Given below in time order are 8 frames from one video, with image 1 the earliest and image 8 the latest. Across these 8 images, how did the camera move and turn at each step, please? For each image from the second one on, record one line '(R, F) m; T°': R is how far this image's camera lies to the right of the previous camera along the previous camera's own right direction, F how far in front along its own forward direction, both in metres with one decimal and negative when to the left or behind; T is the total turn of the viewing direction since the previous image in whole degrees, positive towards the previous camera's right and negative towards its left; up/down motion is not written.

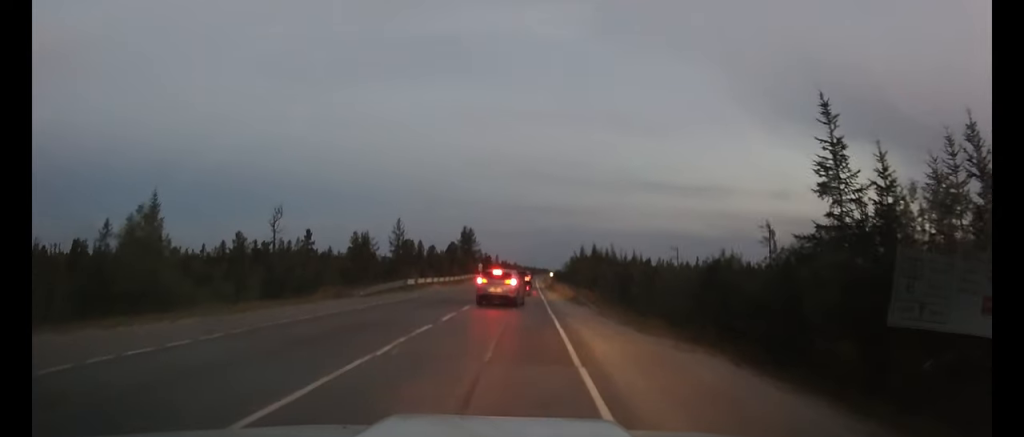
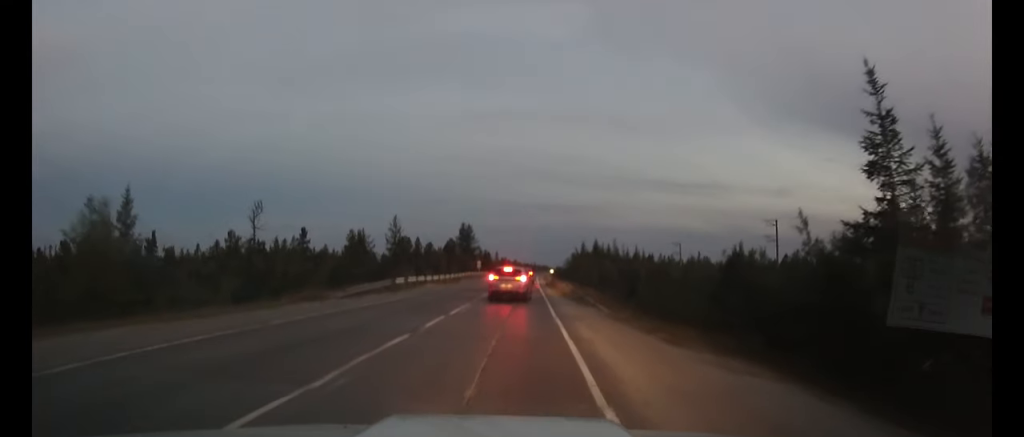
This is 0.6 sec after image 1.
(0.0, +3.1) m; 0°
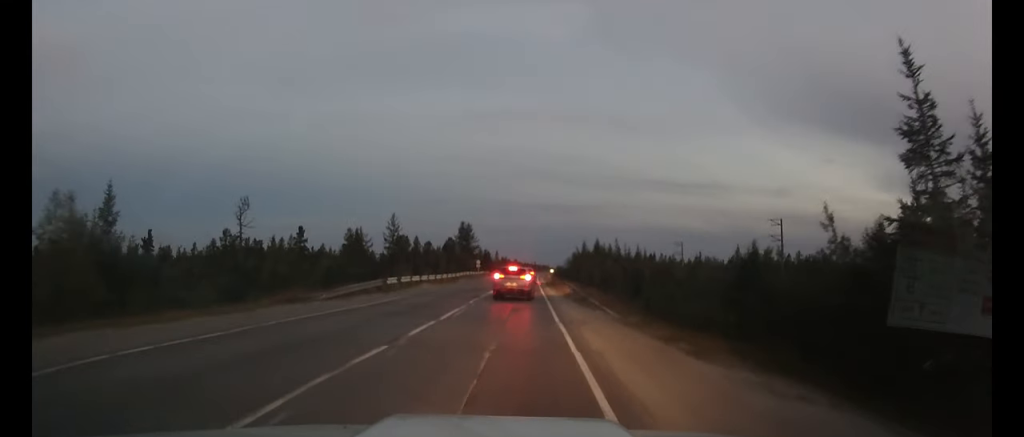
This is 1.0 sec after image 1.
(0.0, +1.9) m; 0°
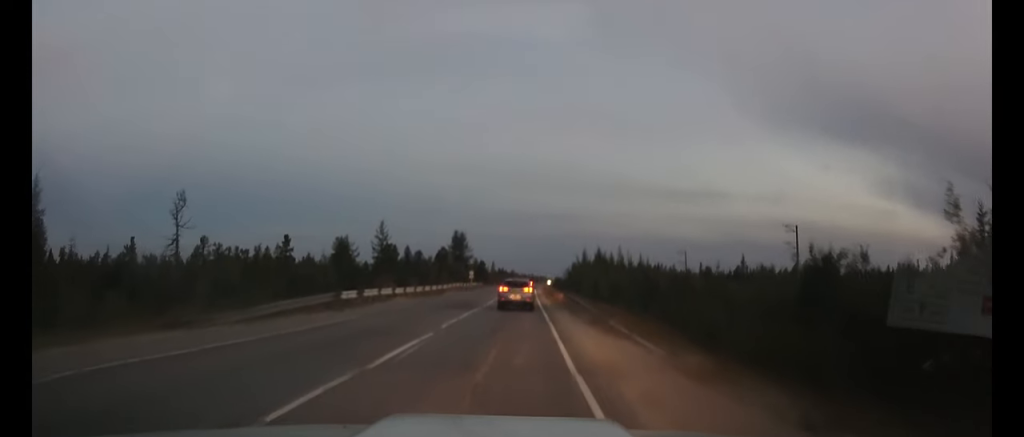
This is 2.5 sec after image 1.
(0.0, +6.9) m; 0°
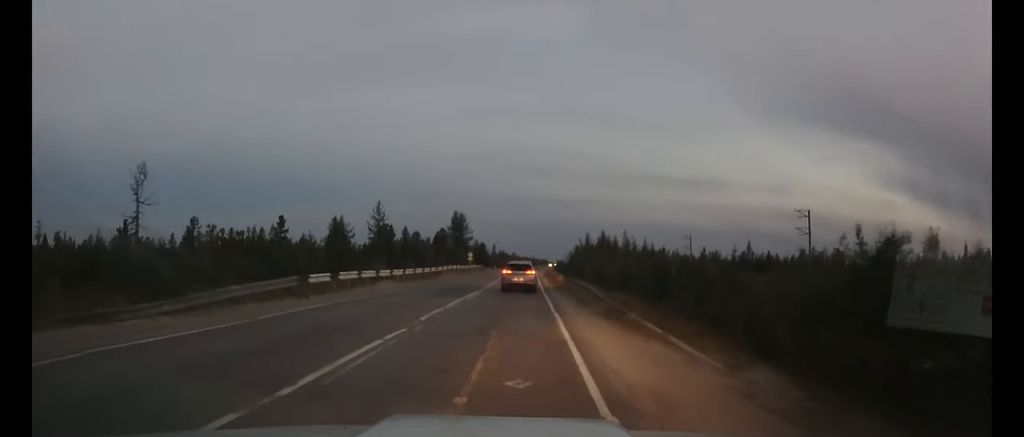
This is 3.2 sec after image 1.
(0.0, +3.7) m; 0°
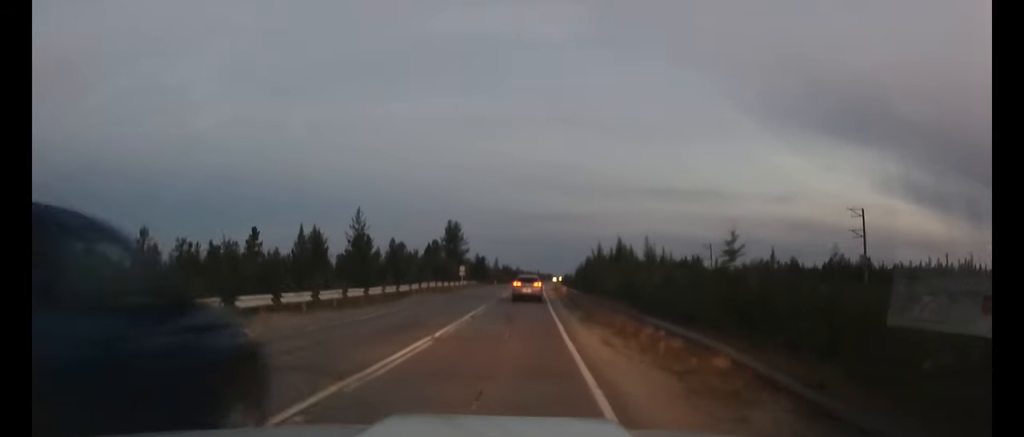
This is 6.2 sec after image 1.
(0.0, +15.0) m; 0°
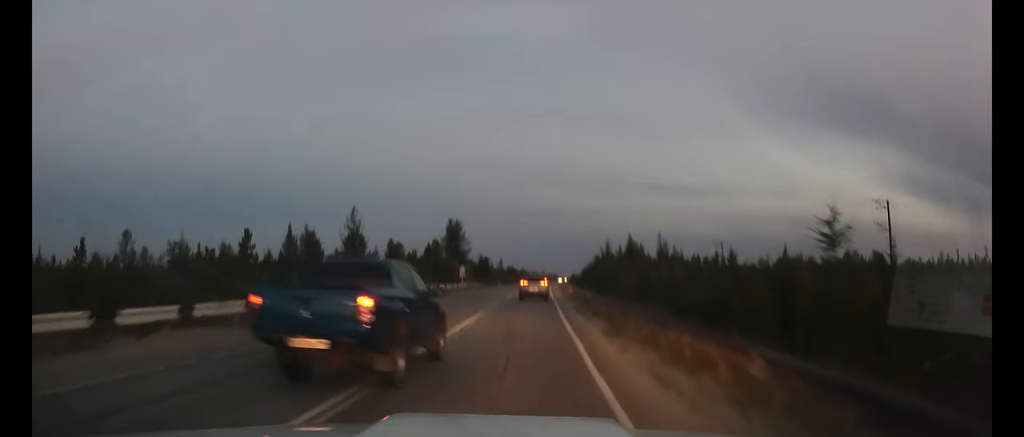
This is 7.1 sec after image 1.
(0.0, +4.8) m; 0°
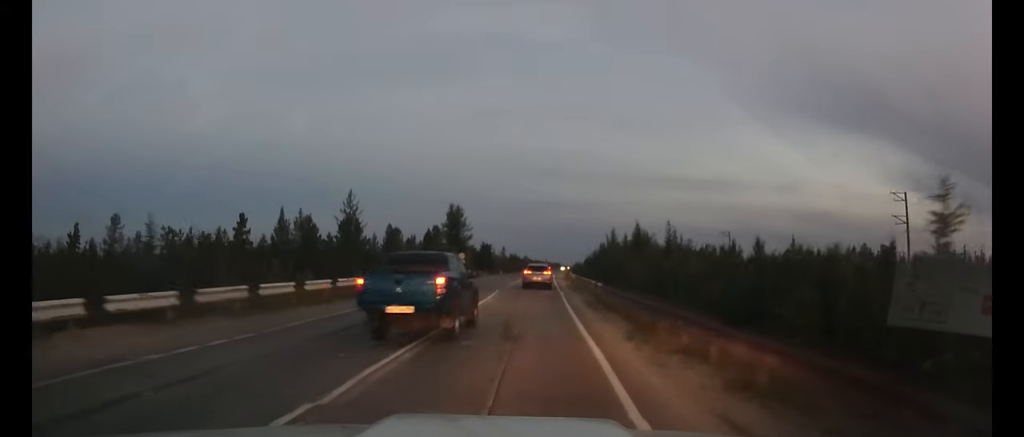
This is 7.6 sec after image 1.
(0.0, +3.0) m; 0°
